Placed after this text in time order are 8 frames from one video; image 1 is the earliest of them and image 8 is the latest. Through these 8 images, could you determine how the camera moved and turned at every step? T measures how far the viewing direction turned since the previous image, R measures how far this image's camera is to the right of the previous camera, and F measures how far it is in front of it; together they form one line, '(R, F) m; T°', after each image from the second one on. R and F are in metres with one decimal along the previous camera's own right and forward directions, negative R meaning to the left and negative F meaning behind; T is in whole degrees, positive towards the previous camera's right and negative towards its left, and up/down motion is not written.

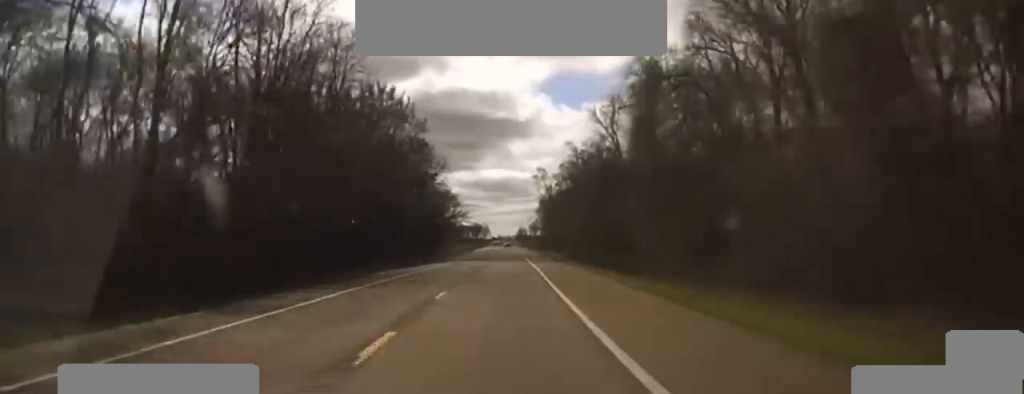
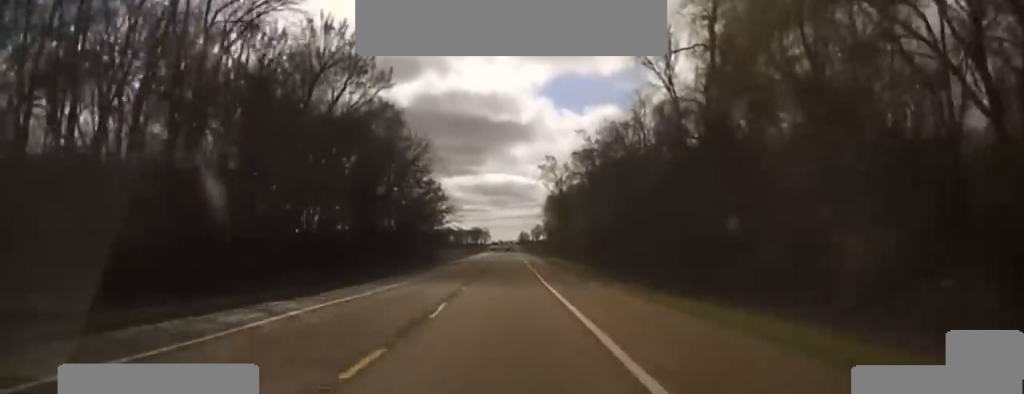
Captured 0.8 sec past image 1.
(-0.2, +34.7) m; 0°
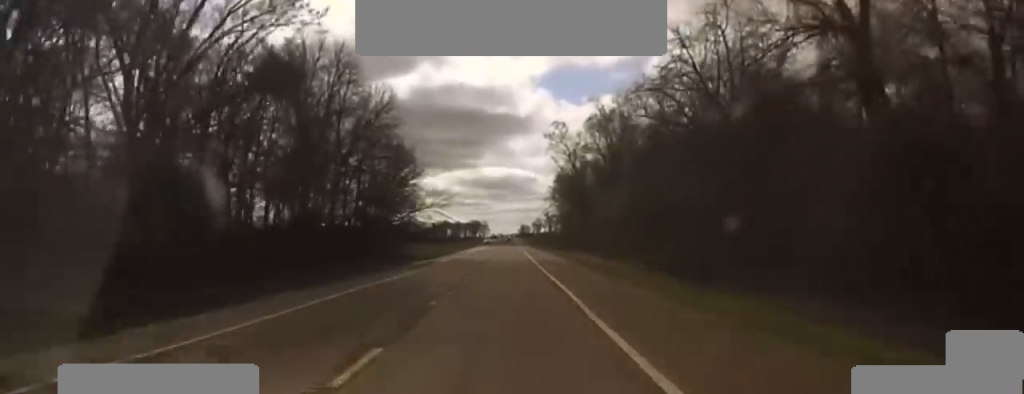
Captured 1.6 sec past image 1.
(+0.2, +33.5) m; 0°
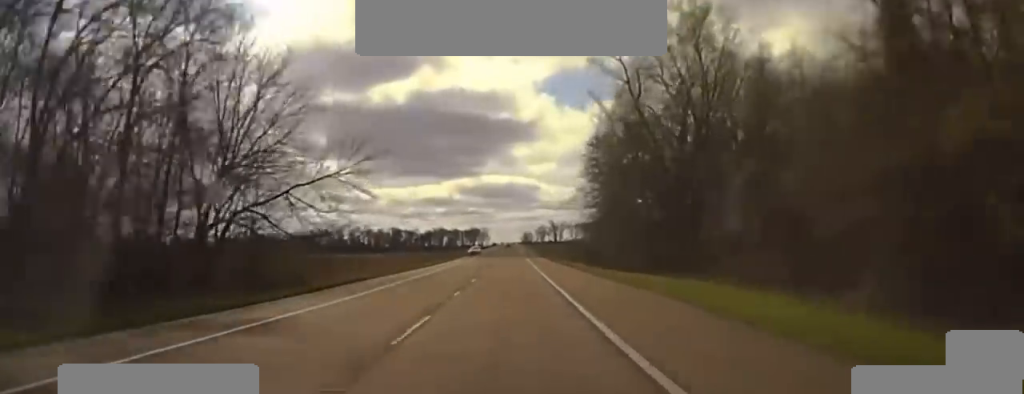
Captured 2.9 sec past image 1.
(0.0, +68.7) m; 0°
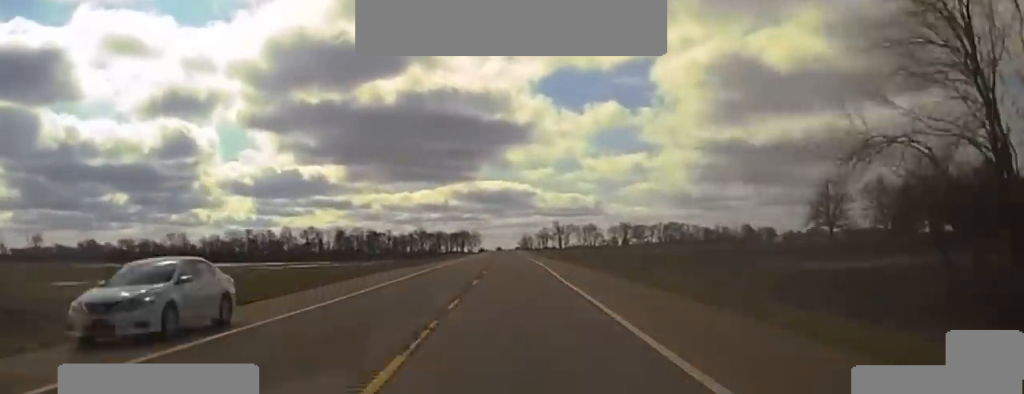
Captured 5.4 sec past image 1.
(-0.5, +141.6) m; 0°
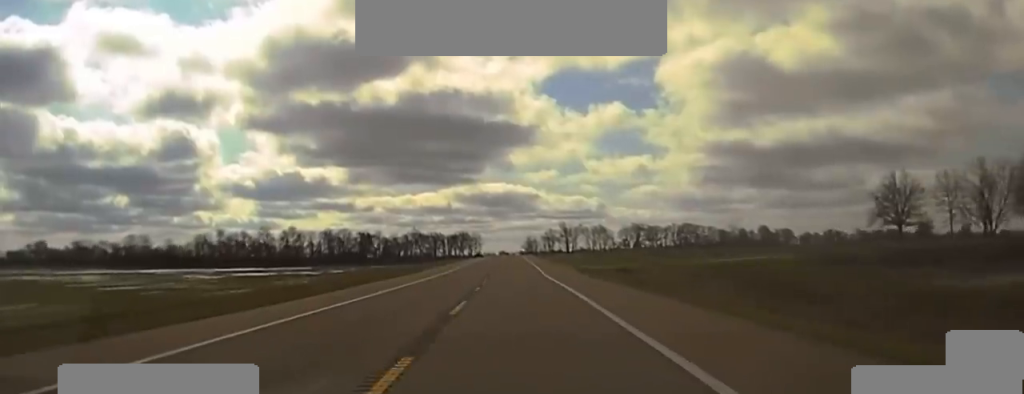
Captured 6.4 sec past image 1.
(+0.3, +48.7) m; 0°
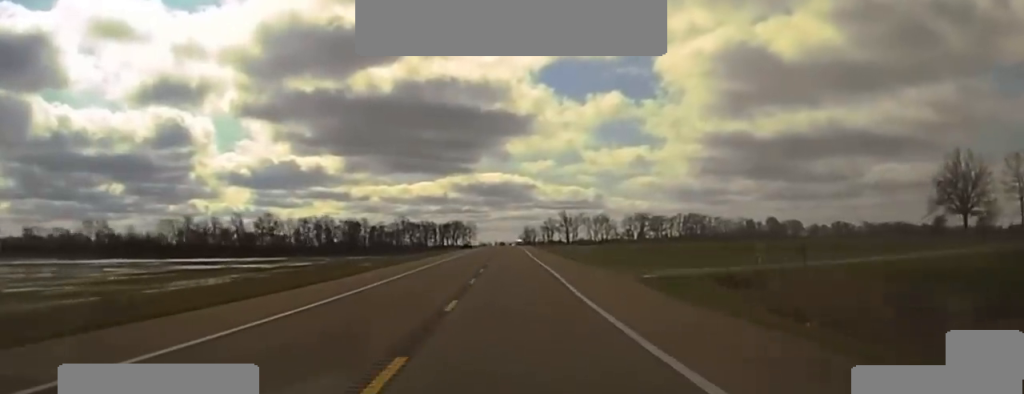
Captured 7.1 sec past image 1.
(+0.1, +35.3) m; 0°
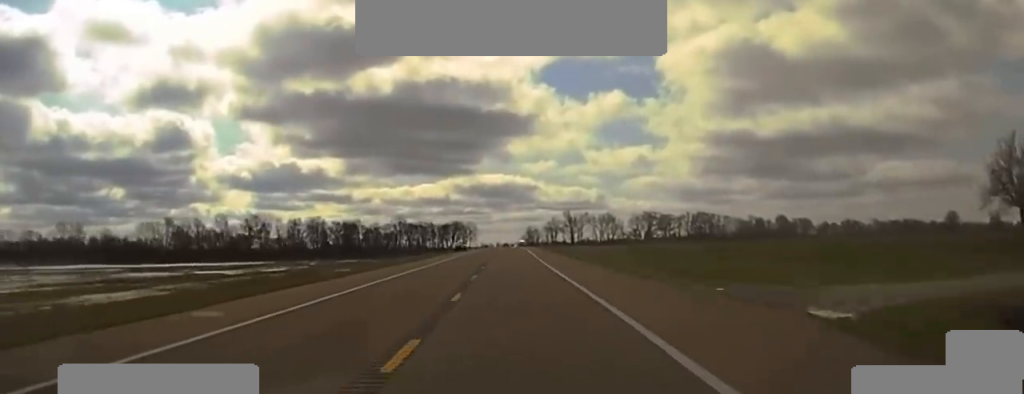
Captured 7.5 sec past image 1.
(0.0, +21.4) m; 0°
